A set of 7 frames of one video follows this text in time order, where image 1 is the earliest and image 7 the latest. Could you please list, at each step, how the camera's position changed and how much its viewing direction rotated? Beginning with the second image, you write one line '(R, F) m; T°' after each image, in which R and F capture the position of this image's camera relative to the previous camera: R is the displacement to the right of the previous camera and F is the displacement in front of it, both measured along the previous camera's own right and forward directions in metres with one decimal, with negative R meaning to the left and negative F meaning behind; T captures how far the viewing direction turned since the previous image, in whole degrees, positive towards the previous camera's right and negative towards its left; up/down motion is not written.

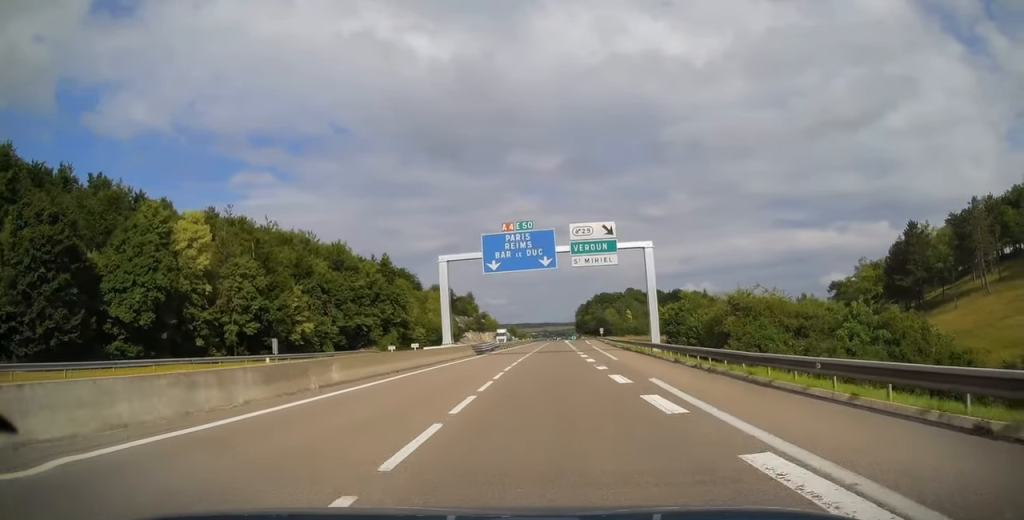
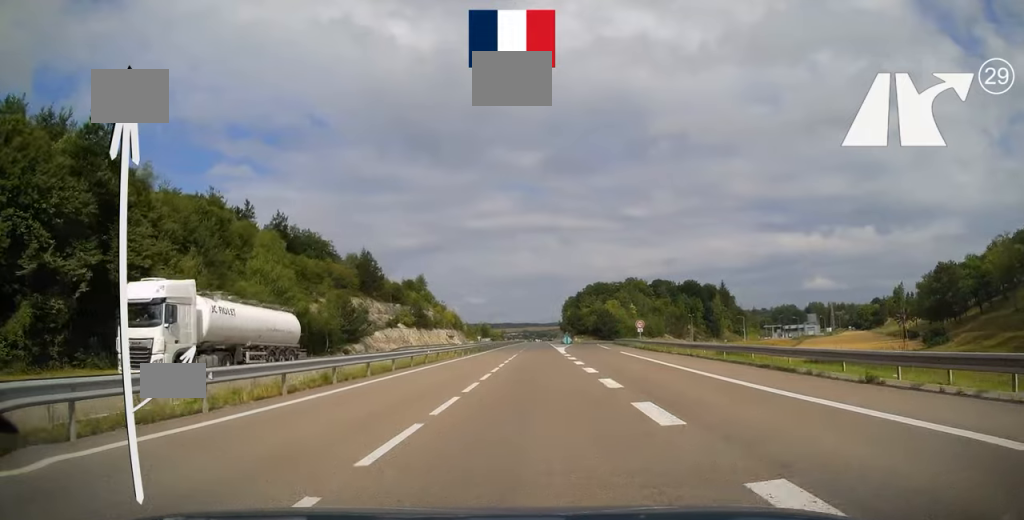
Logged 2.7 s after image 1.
(+1.0, +78.8) m; +1°
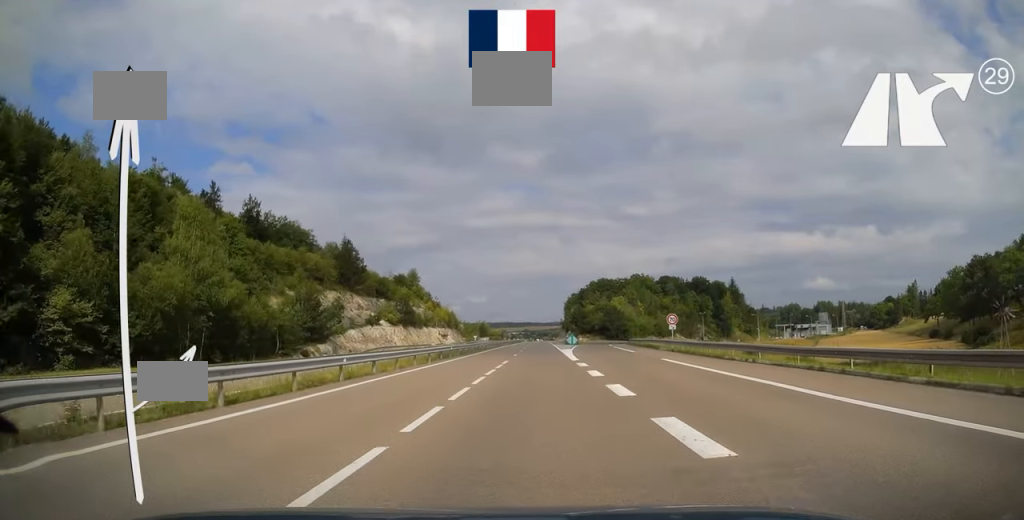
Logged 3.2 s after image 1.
(-0.1, +15.2) m; -1°
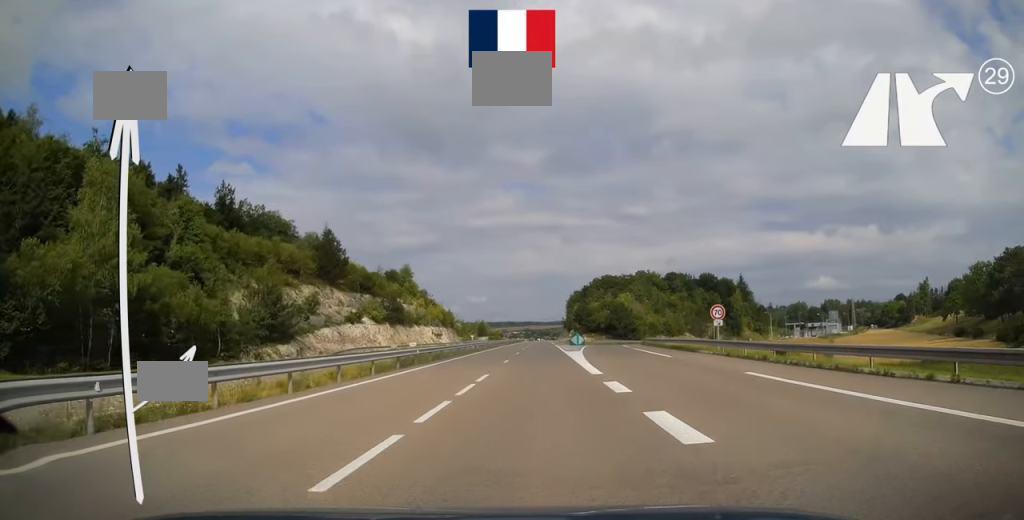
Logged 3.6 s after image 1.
(0.0, +12.3) m; 0°
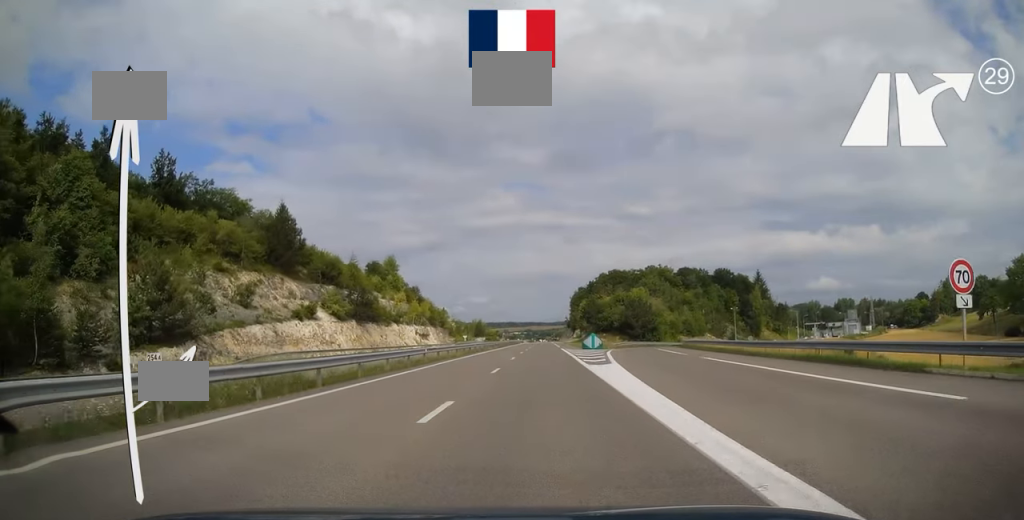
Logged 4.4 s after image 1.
(-0.1, +22.1) m; 0°
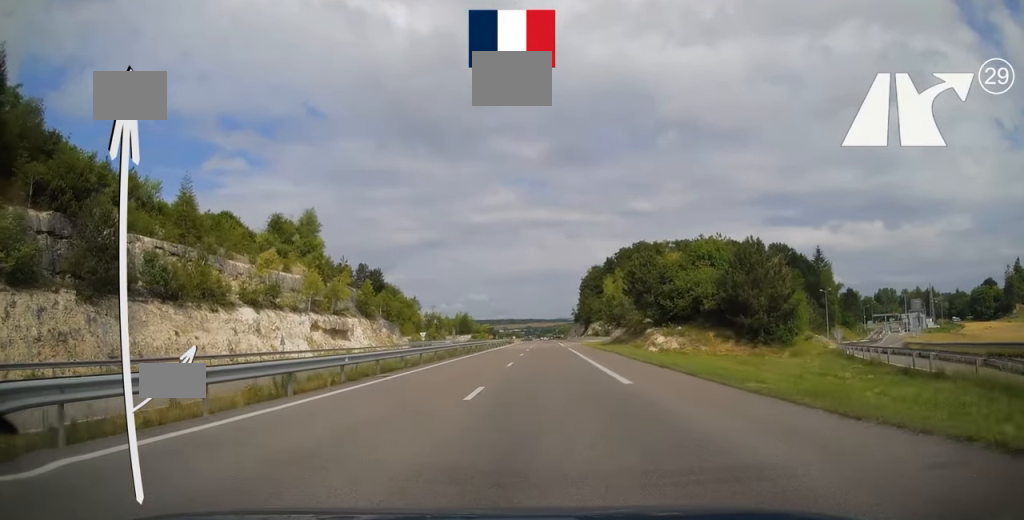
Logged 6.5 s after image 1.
(-0.1, +62.8) m; -1°
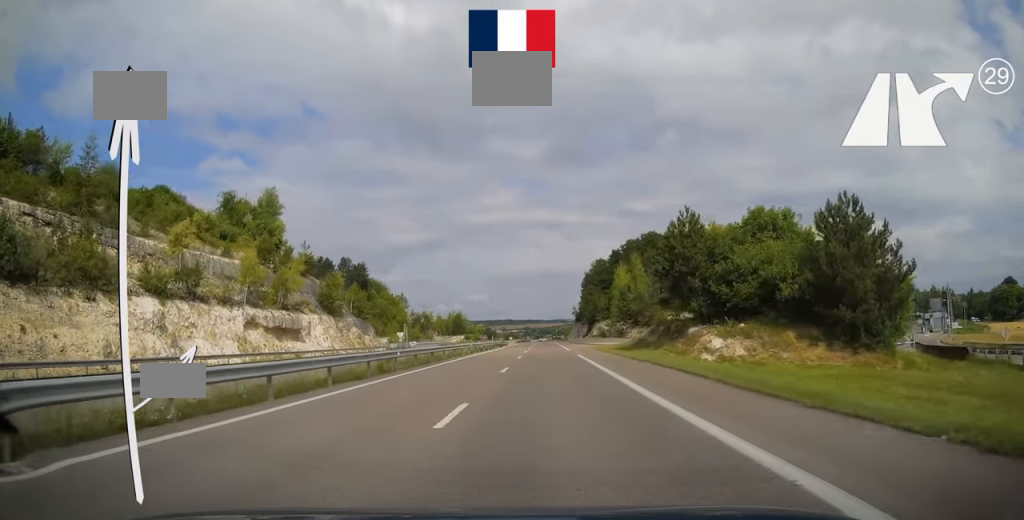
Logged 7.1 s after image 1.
(0.0, +17.2) m; 0°
